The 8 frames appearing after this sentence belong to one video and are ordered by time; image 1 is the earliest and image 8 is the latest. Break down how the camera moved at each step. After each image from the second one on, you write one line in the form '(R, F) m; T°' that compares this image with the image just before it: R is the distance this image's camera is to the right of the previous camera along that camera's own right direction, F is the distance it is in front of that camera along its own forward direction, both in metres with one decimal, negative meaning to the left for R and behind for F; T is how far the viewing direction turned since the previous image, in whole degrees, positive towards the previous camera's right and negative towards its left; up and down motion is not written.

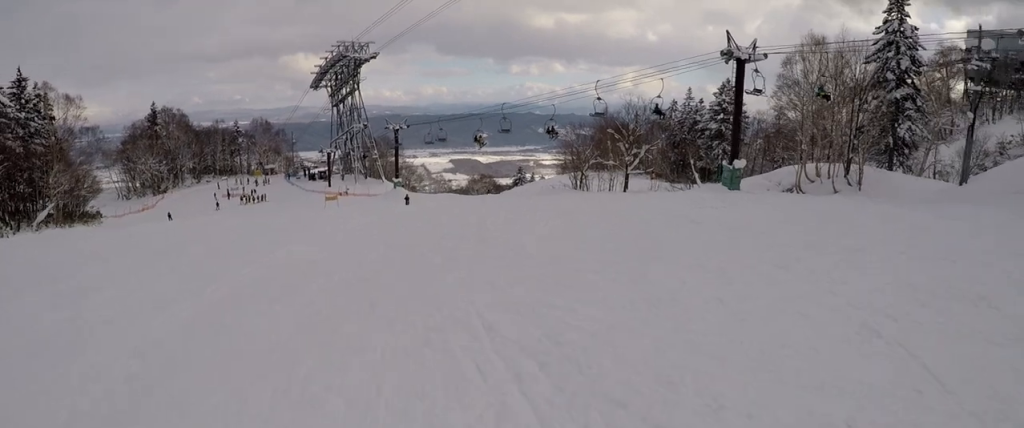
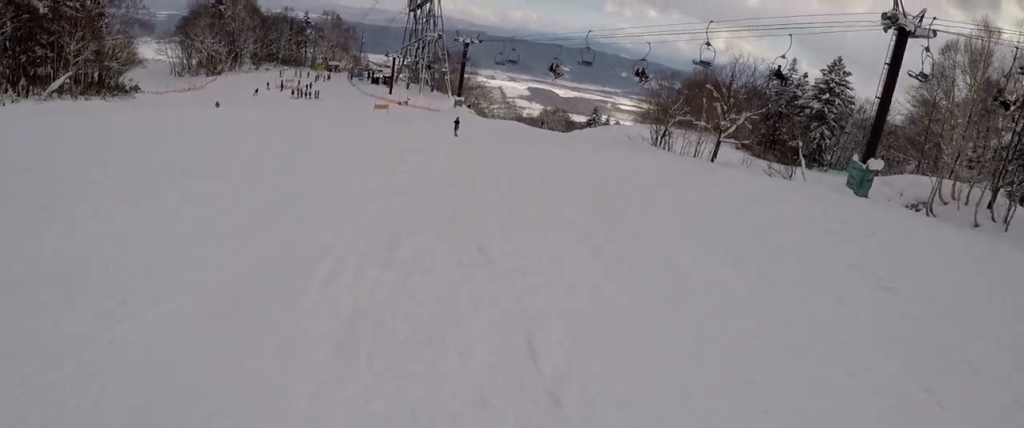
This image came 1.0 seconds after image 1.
(-1.3, +7.6) m; -12°
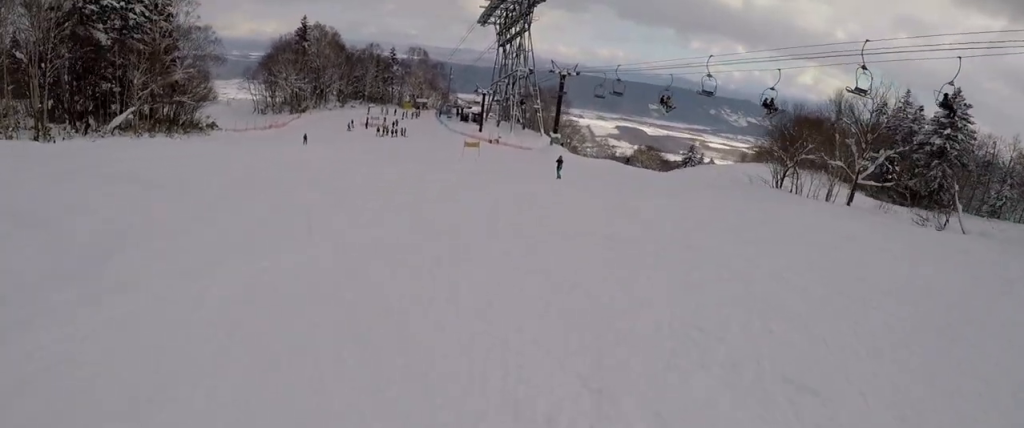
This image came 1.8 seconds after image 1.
(-0.2, +6.1) m; -2°
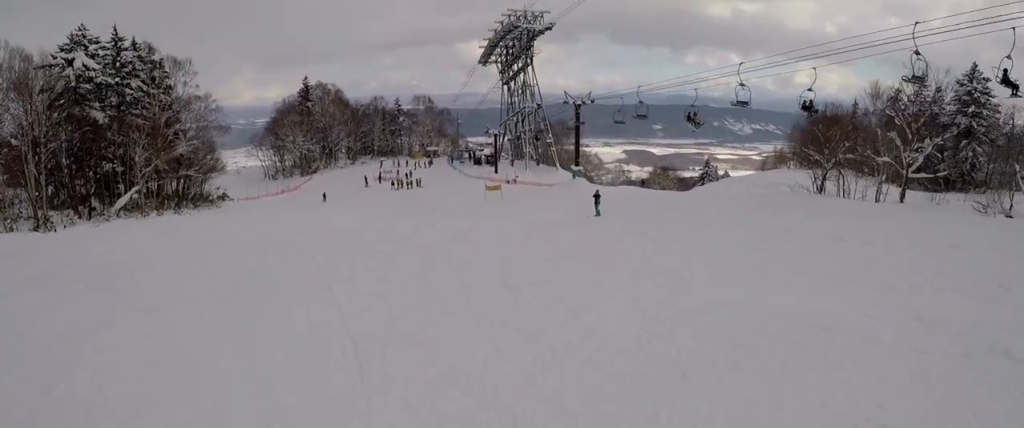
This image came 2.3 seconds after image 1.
(0.0, +3.4) m; 0°
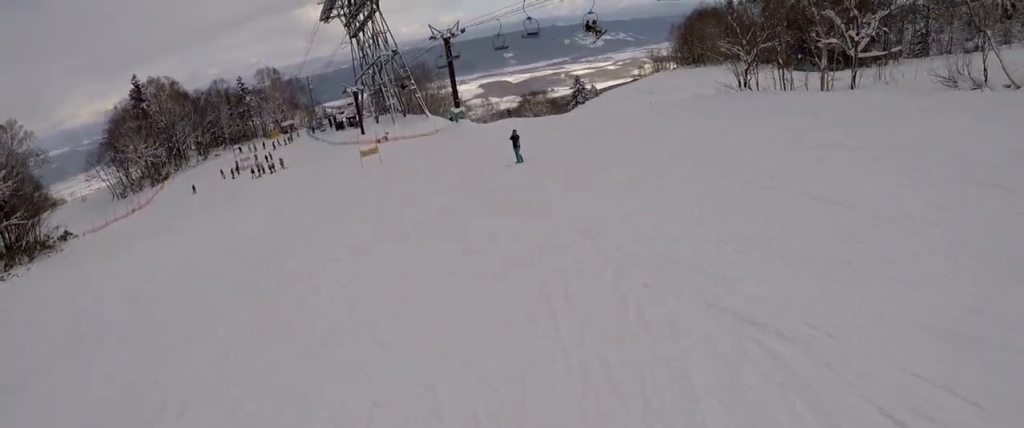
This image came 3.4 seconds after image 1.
(0.0, +8.4) m; +1°
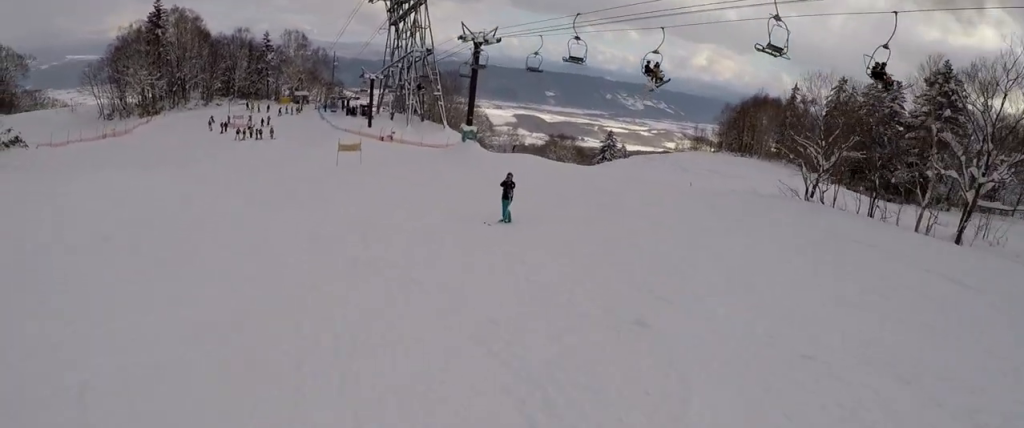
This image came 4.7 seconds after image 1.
(+0.3, +9.8) m; 0°
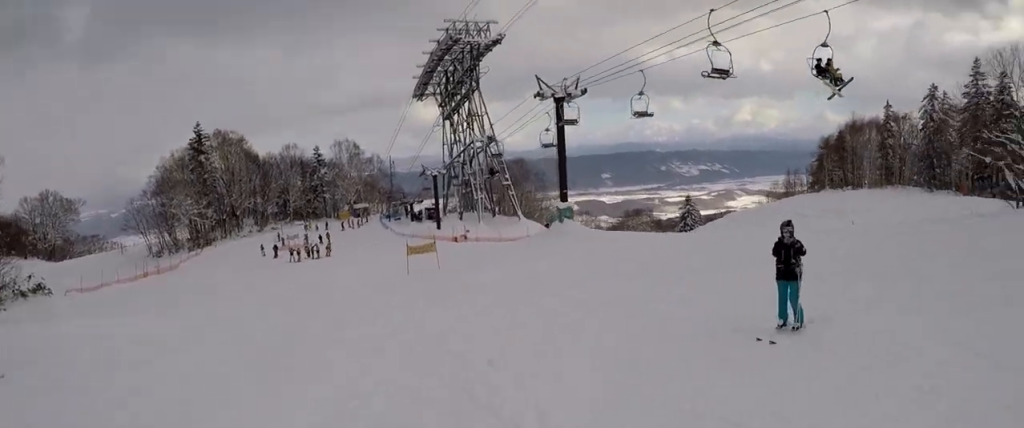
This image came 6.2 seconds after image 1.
(-0.6, +10.7) m; -4°
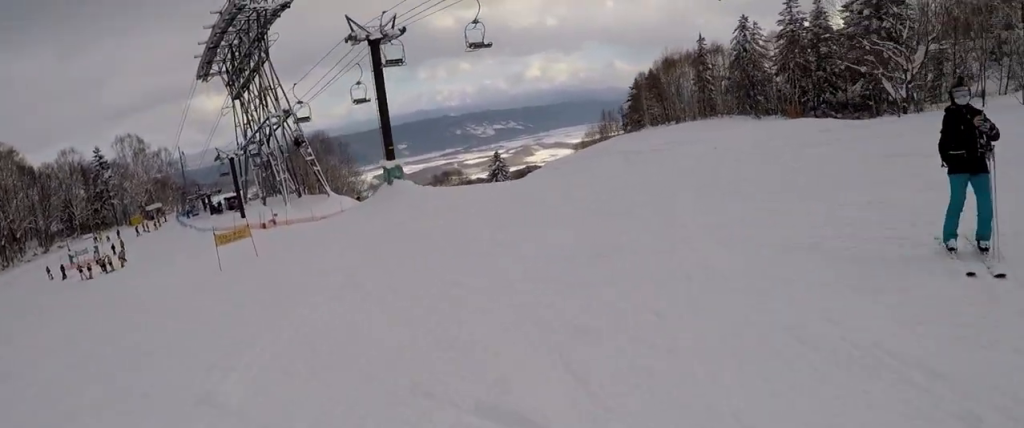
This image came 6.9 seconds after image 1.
(+0.2, +4.6) m; +5°
